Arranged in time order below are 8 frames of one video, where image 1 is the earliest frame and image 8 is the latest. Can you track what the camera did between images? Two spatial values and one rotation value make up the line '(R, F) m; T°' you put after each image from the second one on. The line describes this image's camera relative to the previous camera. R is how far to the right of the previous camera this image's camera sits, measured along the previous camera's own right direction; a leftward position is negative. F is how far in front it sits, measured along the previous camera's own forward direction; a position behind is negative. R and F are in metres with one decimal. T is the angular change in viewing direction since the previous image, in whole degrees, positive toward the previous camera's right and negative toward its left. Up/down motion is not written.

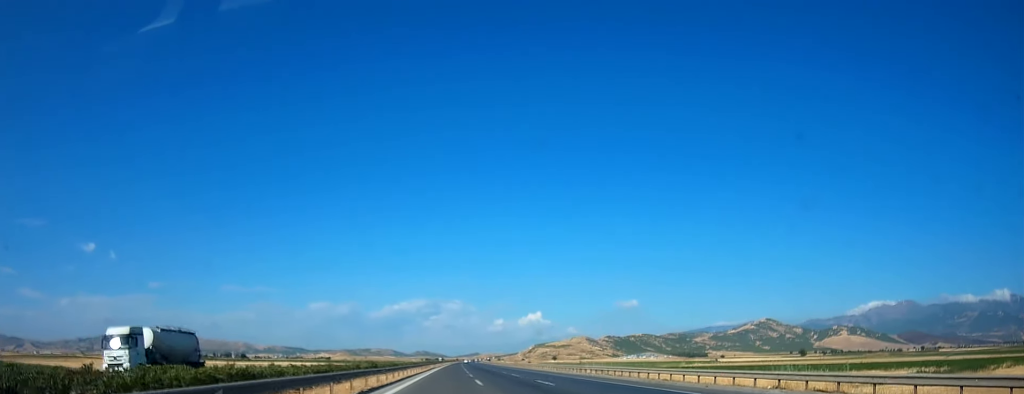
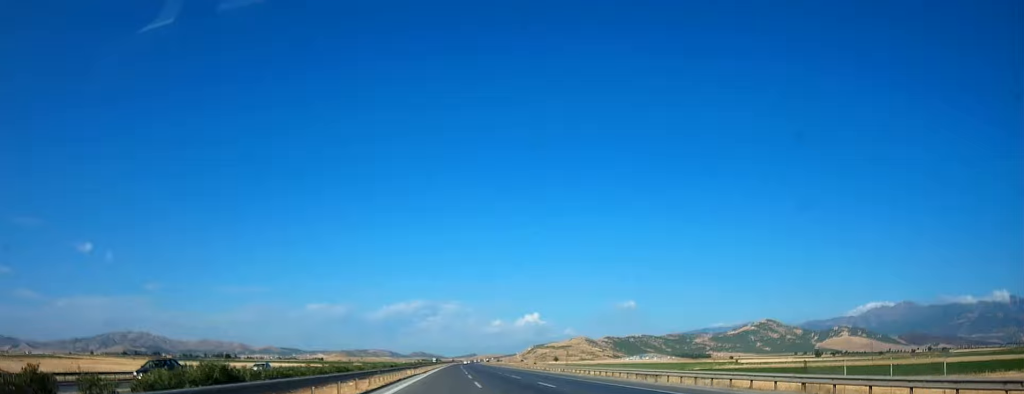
(-0.6, +50.0) m; 0°
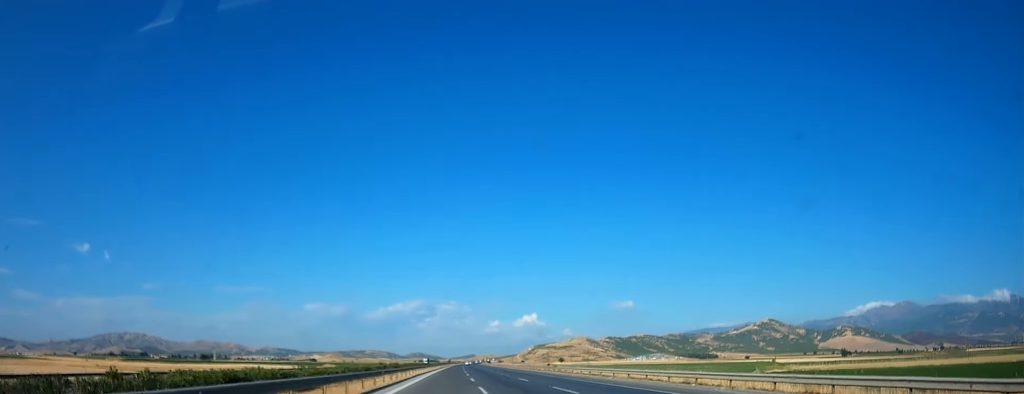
(+0.9, +70.3) m; +1°
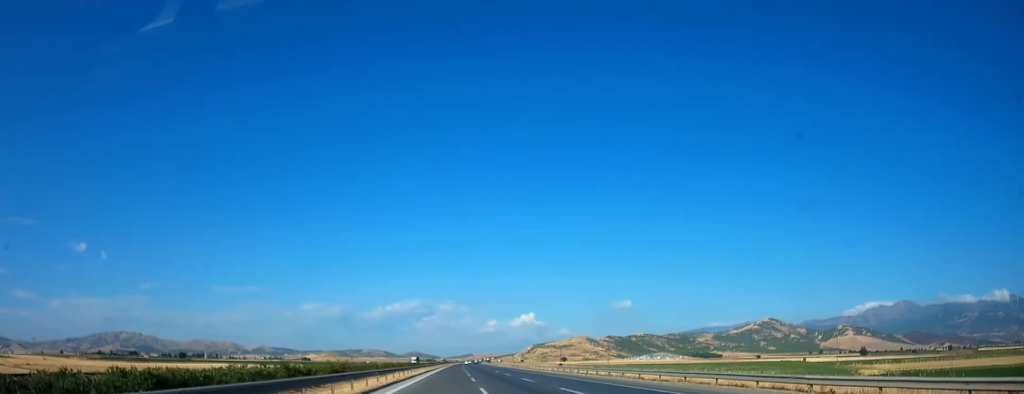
(+0.1, +50.7) m; 0°
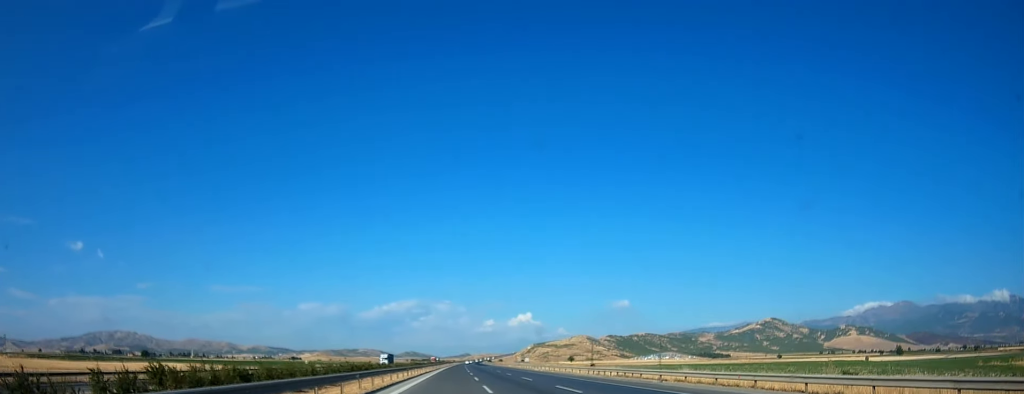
(-0.1, +79.2) m; 0°
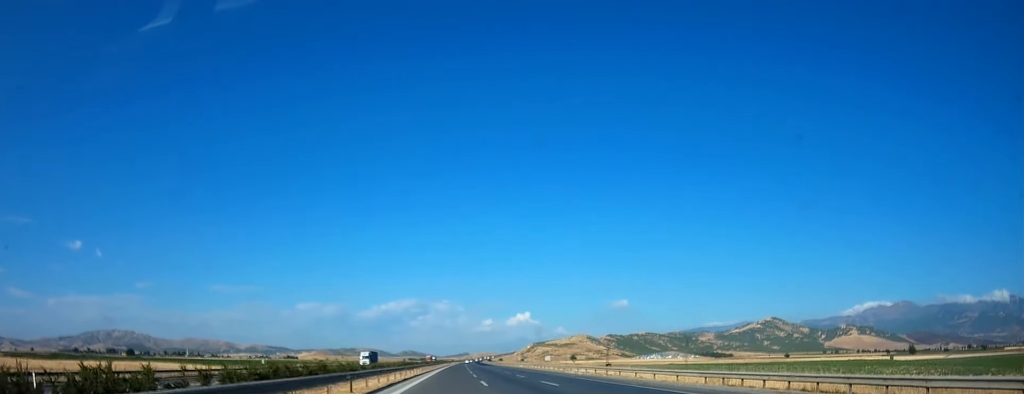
(+0.2, +26.6) m; 0°
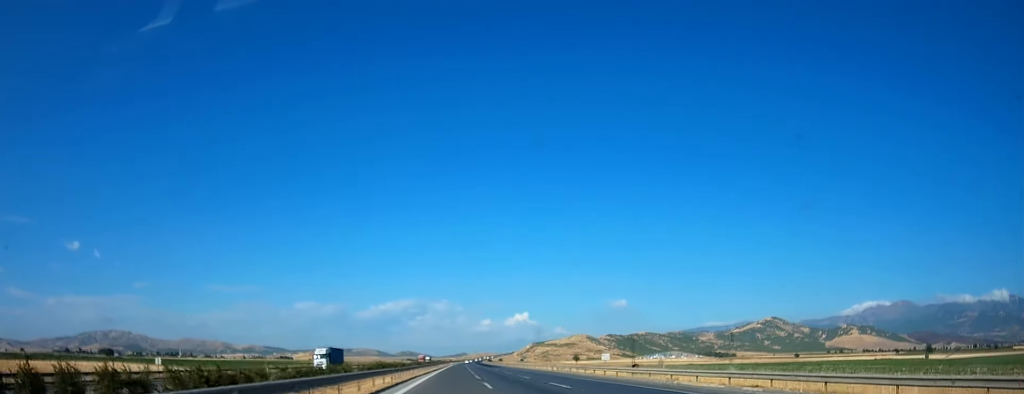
(+0.4, +34.6) m; 0°
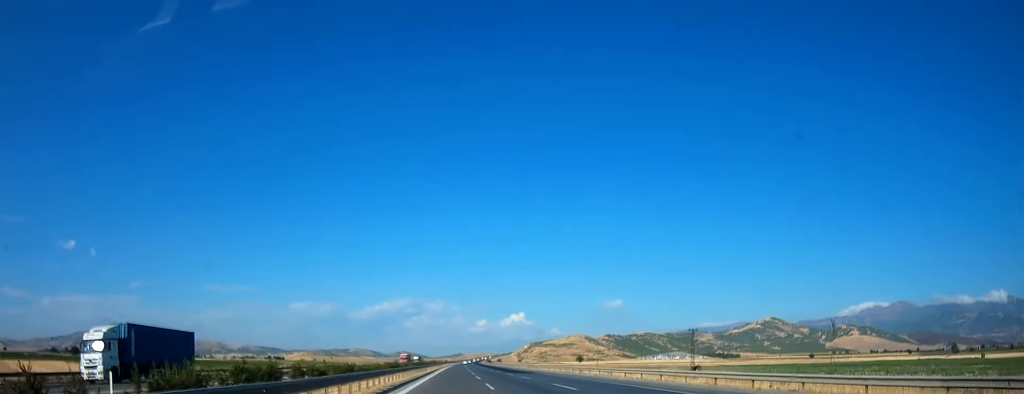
(-0.3, +50.0) m; 0°
